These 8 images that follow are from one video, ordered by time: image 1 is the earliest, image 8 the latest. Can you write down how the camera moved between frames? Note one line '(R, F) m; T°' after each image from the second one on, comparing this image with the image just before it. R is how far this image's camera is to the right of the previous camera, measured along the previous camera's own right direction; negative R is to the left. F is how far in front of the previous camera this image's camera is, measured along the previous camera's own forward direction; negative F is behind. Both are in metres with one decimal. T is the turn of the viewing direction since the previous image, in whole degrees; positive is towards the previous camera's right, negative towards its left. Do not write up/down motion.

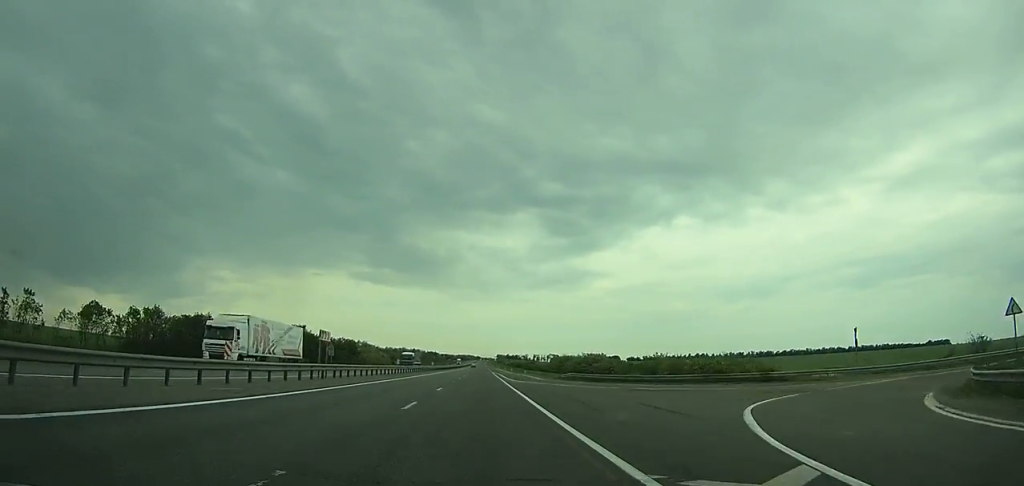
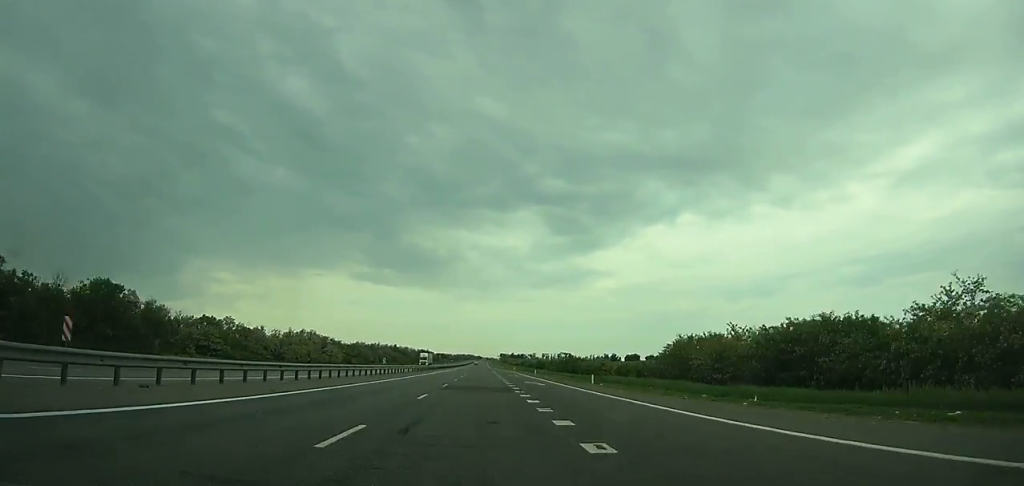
(-0.2, +127.0) m; 0°
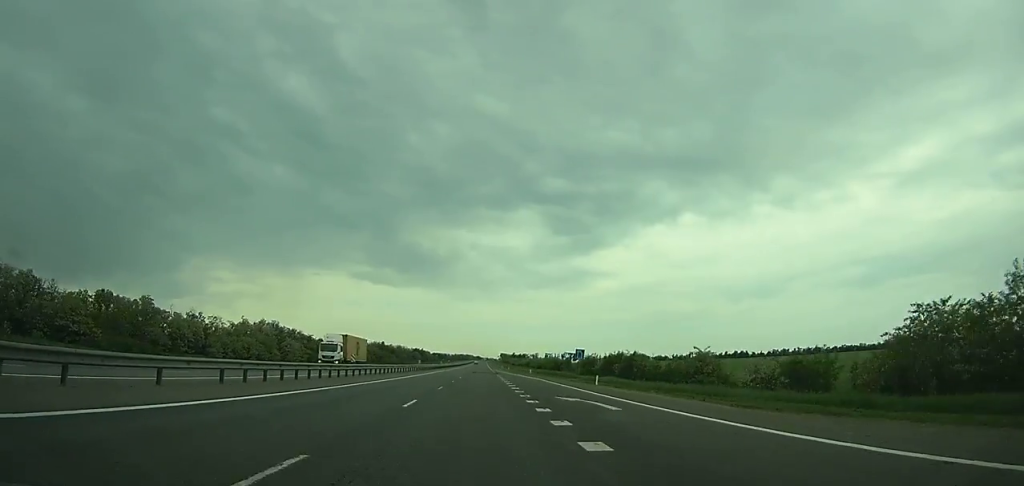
(0.0, +52.7) m; 0°
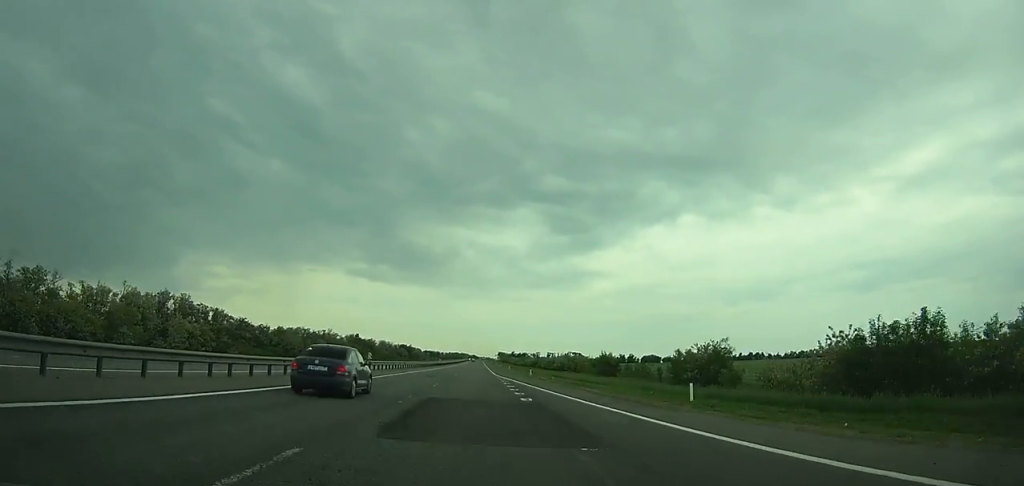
(0.0, +72.2) m; 0°
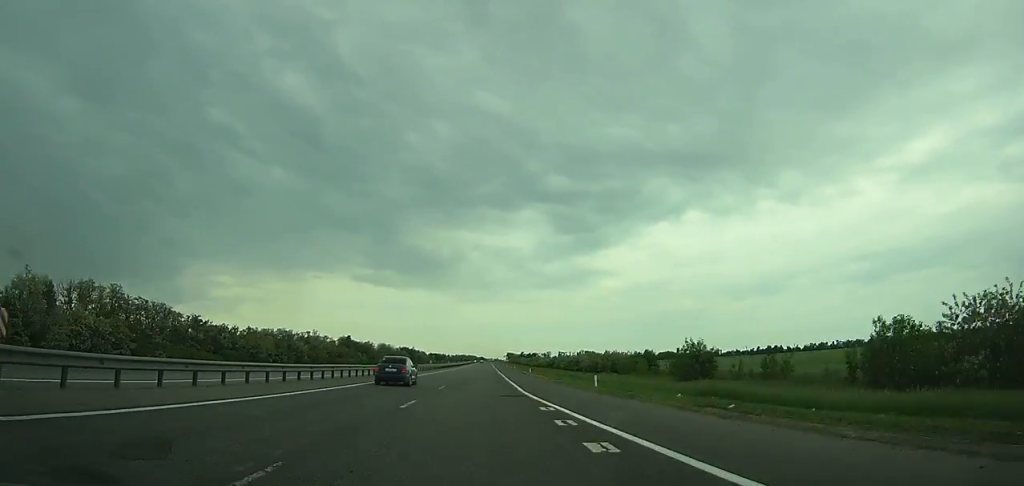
(0.0, +36.1) m; 0°
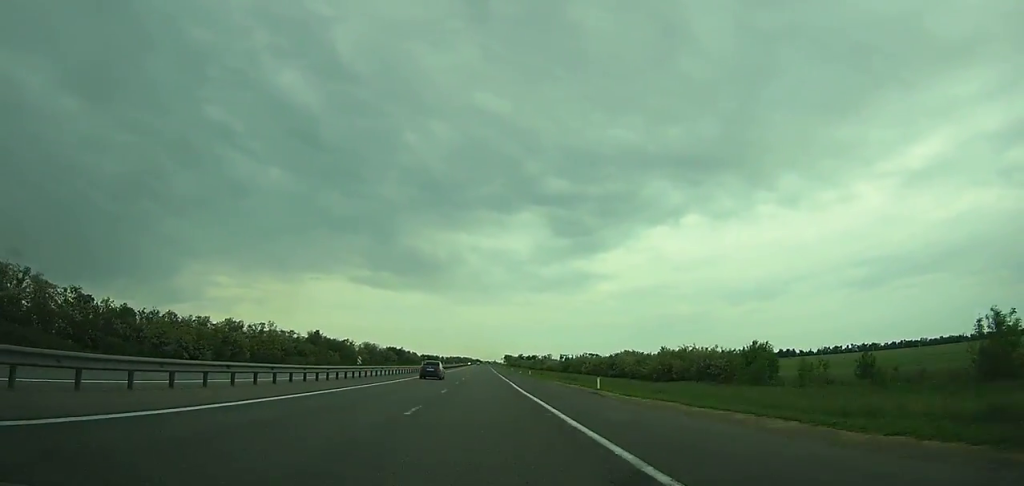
(0.0, +49.8) m; 0°
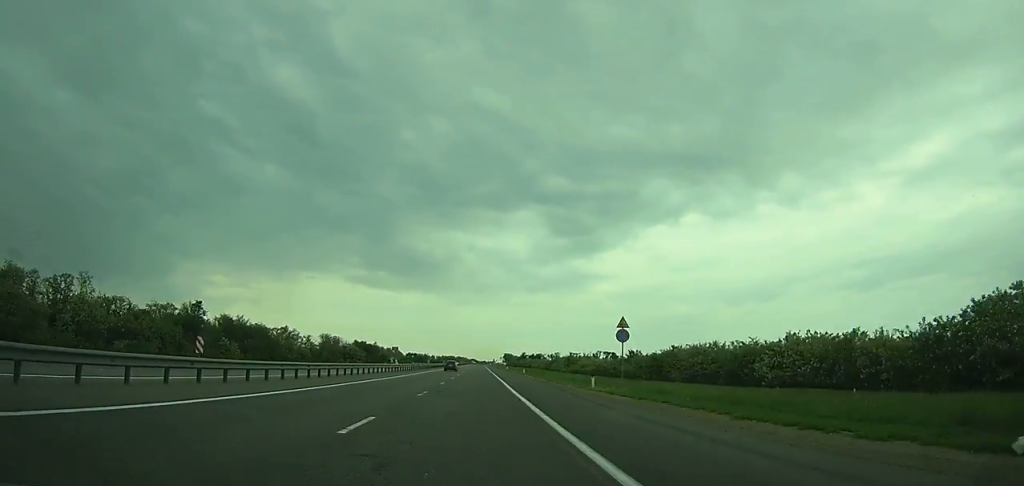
(+0.2, +102.2) m; 0°
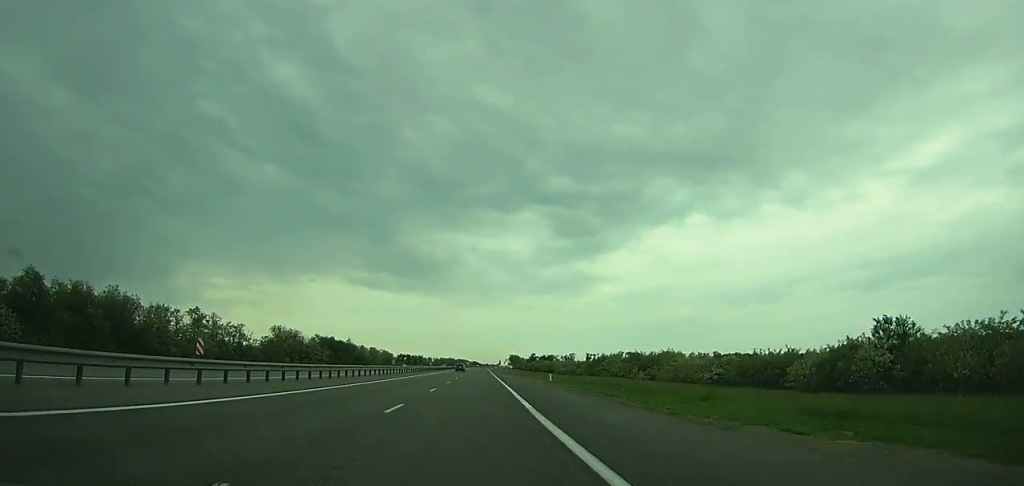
(-0.1, +79.7) m; 0°
